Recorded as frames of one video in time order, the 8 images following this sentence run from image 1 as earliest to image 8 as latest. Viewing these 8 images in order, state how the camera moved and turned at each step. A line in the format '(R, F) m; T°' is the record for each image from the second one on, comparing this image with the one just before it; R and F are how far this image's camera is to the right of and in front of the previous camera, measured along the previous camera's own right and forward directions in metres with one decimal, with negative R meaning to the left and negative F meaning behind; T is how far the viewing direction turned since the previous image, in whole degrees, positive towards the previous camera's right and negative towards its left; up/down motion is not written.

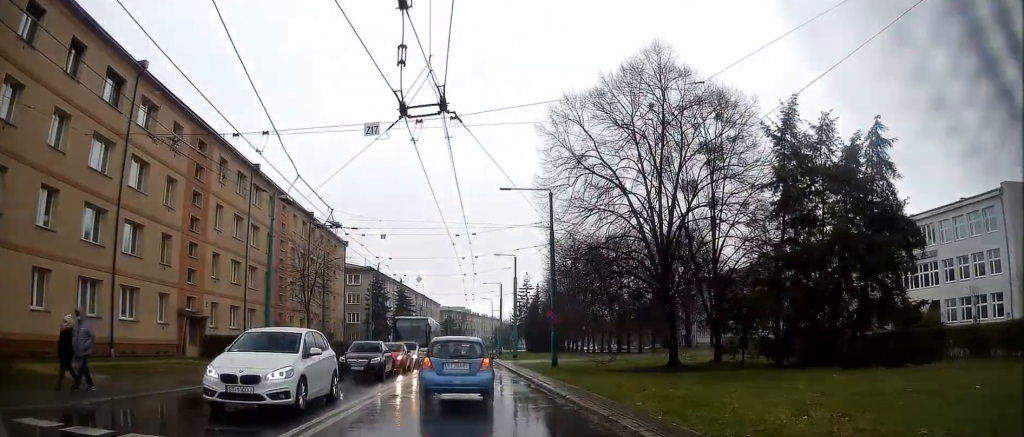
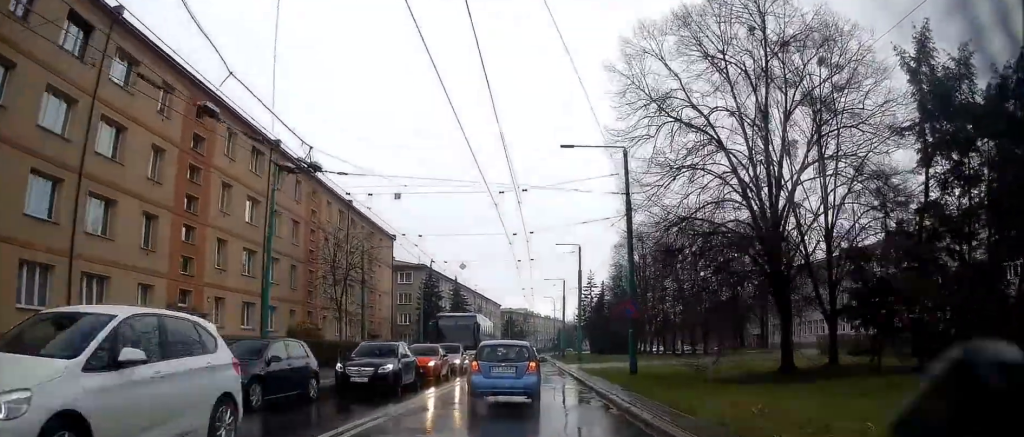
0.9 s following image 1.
(-0.4, +7.1) m; -6°
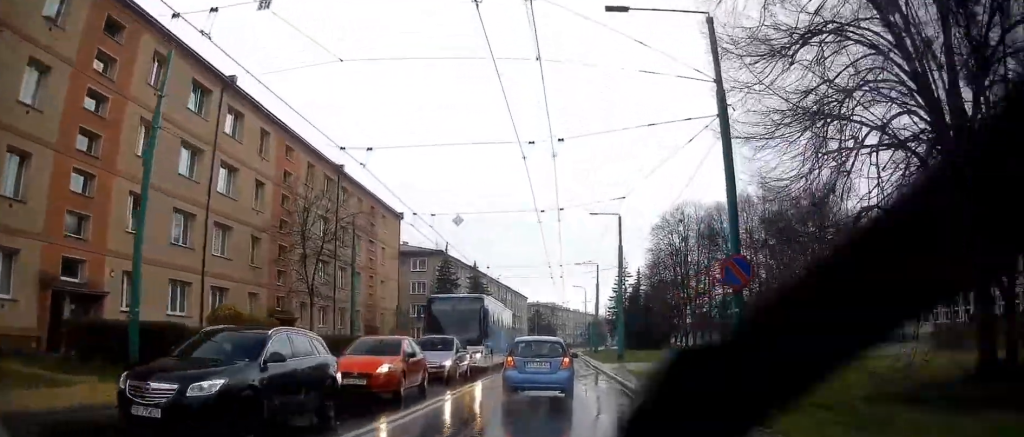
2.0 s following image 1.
(-0.6, +9.7) m; -7°
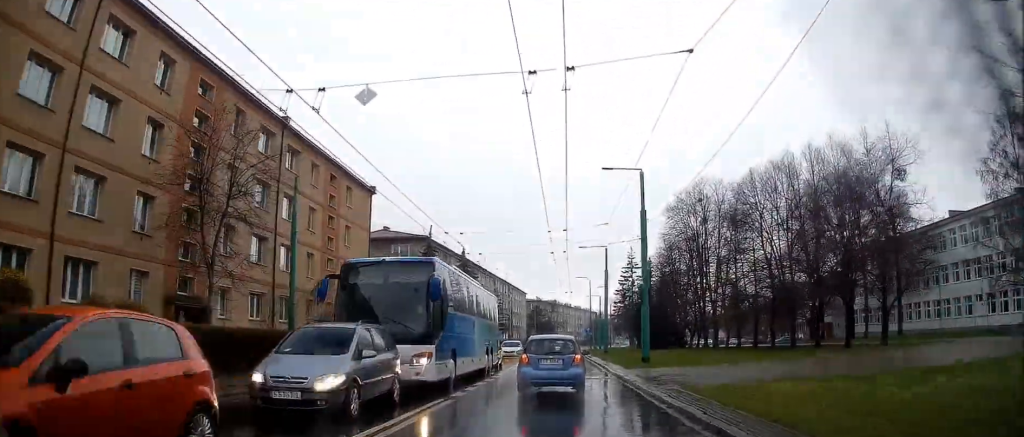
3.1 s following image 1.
(-0.4, +10.4) m; -3°
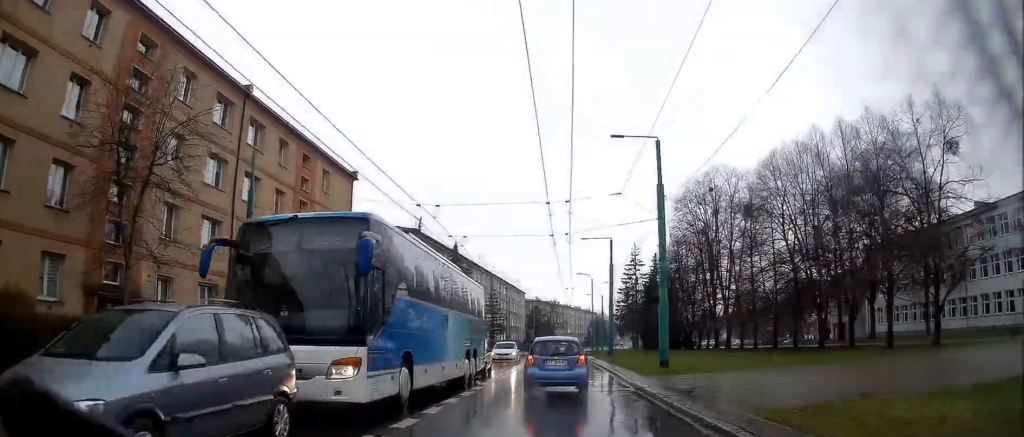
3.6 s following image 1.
(0.0, +5.3) m; +1°
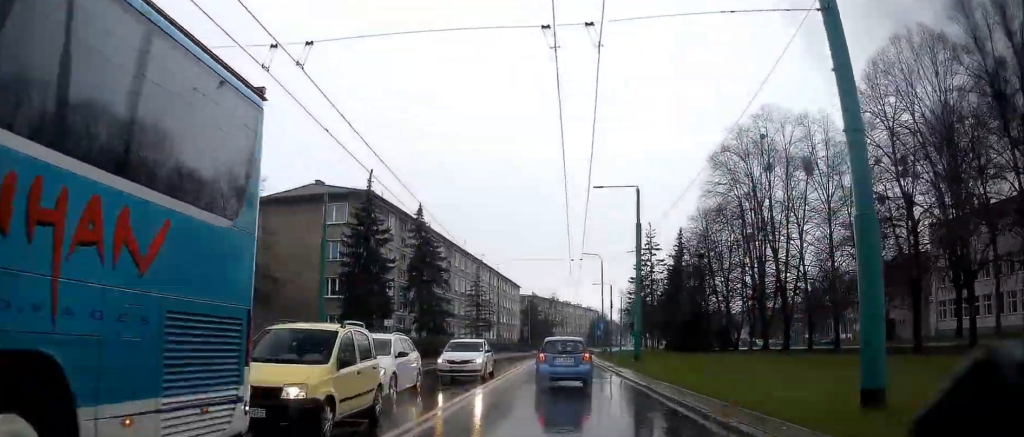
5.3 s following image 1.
(+0.7, +17.5) m; +5°
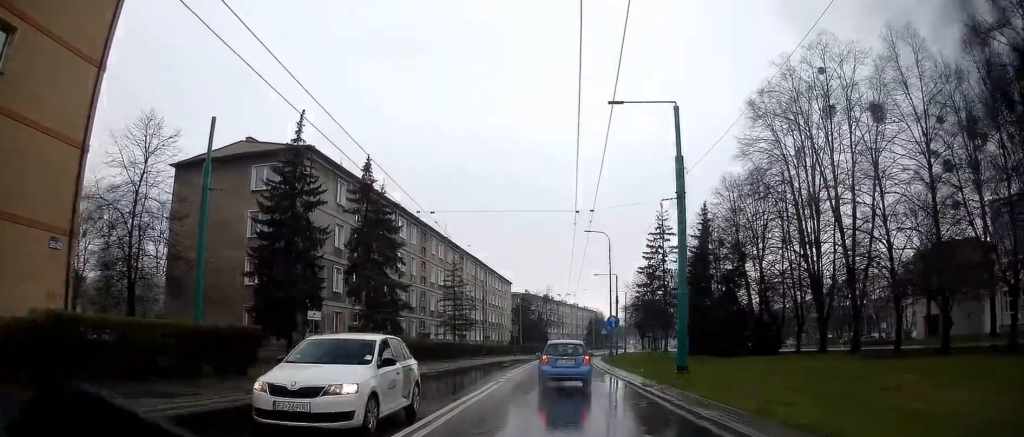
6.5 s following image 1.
(+0.2, +13.1) m; +1°
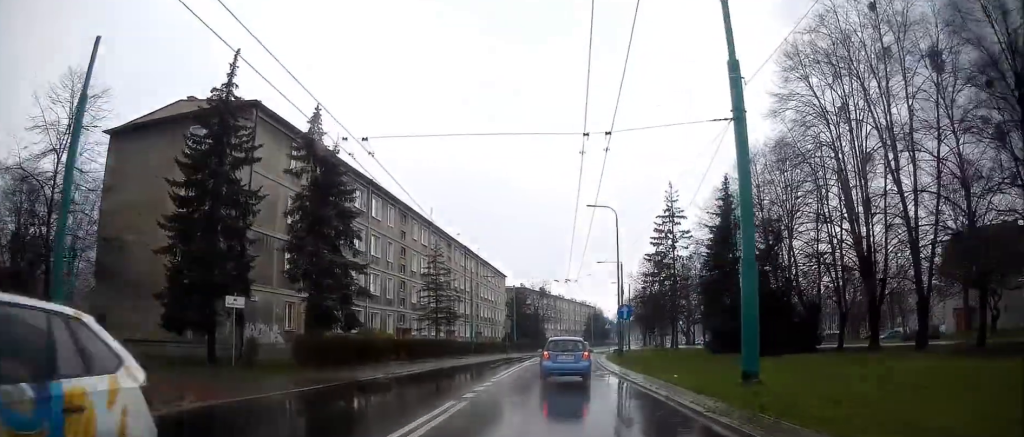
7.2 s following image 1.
(-0.1, +7.8) m; 0°
